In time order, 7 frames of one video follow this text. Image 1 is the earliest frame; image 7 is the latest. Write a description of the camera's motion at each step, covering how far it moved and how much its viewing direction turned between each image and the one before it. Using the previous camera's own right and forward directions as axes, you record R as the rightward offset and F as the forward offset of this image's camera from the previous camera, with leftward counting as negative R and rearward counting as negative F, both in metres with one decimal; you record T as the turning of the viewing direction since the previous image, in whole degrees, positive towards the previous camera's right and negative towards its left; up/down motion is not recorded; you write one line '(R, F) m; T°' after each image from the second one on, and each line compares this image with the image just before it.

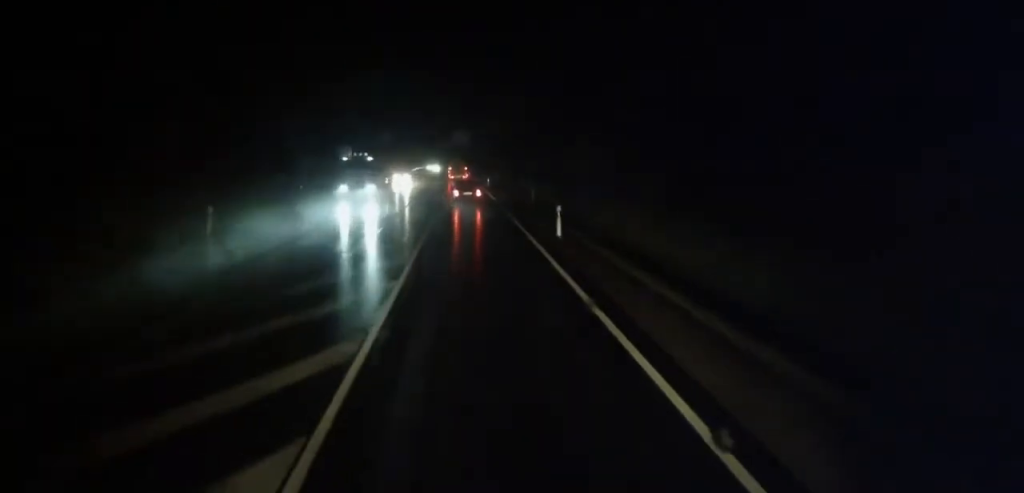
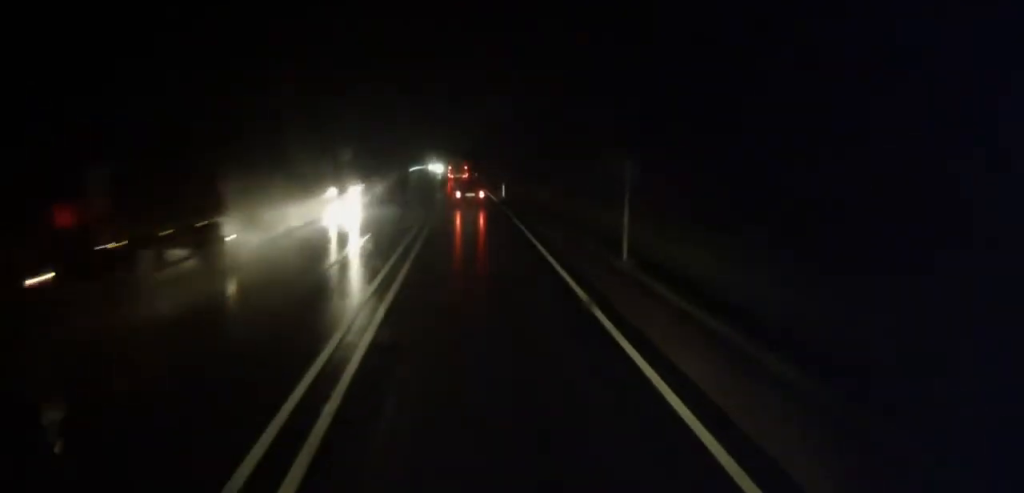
(-0.5, +21.8) m; -1°
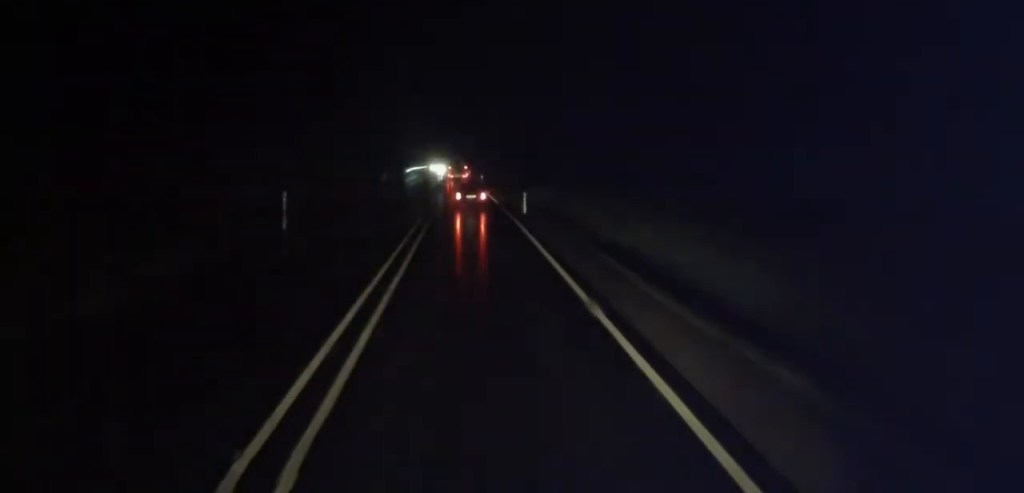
(0.0, +15.8) m; +1°
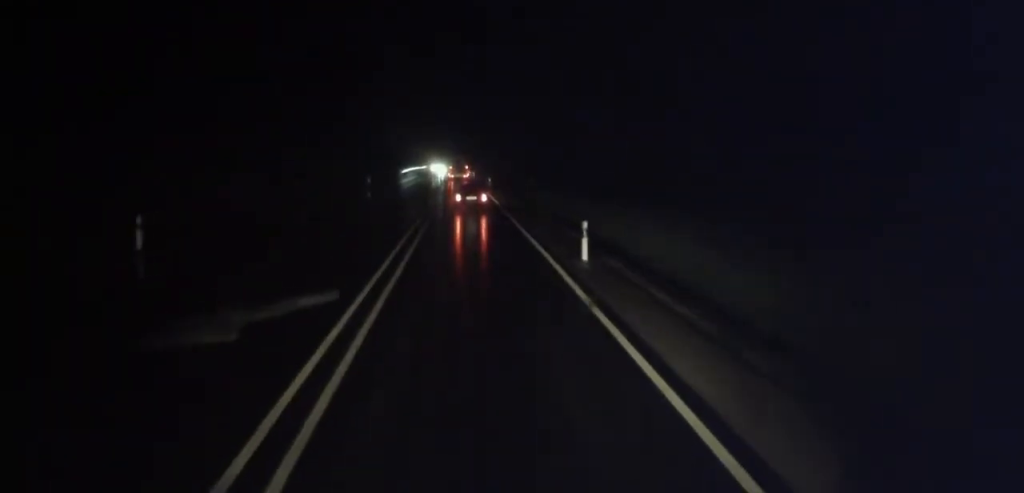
(+0.3, +16.3) m; 0°
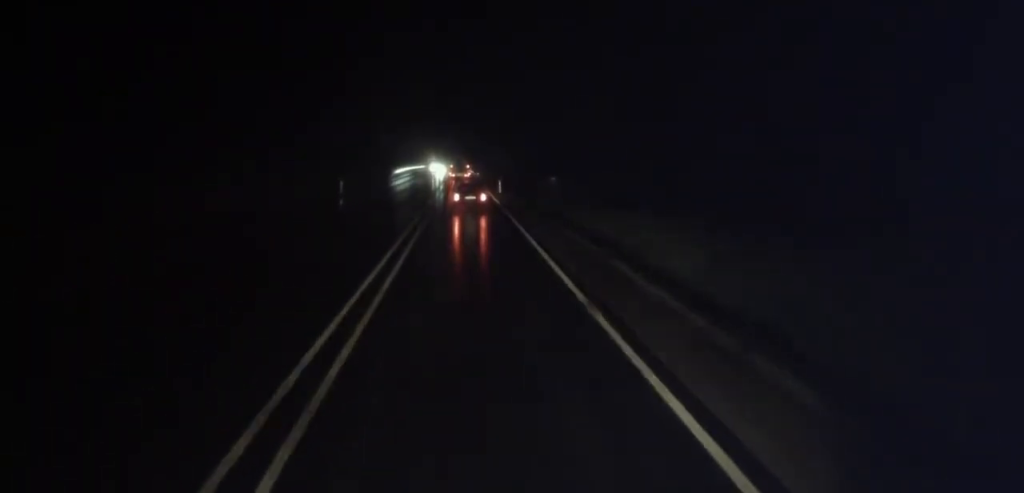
(-0.3, +15.7) m; -2°
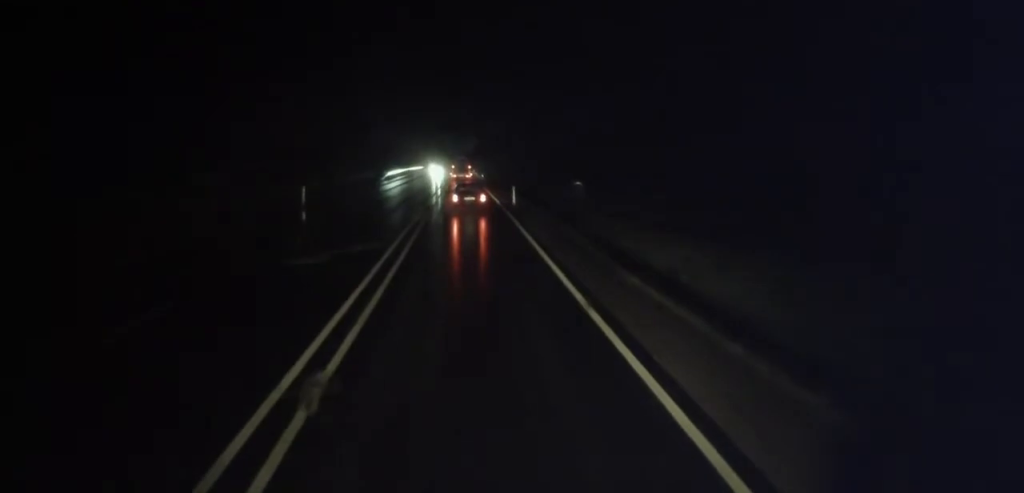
(-0.2, +12.9) m; 0°
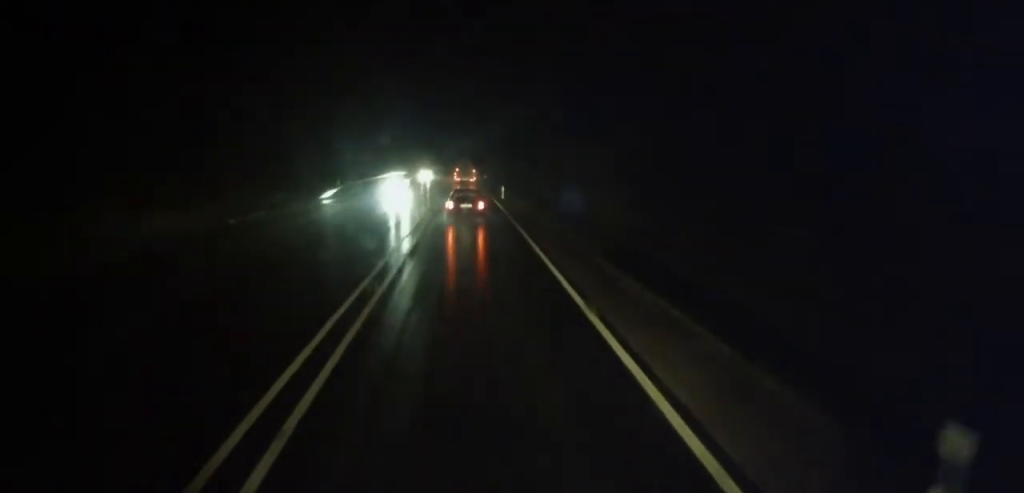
(+0.5, +36.3) m; 0°
